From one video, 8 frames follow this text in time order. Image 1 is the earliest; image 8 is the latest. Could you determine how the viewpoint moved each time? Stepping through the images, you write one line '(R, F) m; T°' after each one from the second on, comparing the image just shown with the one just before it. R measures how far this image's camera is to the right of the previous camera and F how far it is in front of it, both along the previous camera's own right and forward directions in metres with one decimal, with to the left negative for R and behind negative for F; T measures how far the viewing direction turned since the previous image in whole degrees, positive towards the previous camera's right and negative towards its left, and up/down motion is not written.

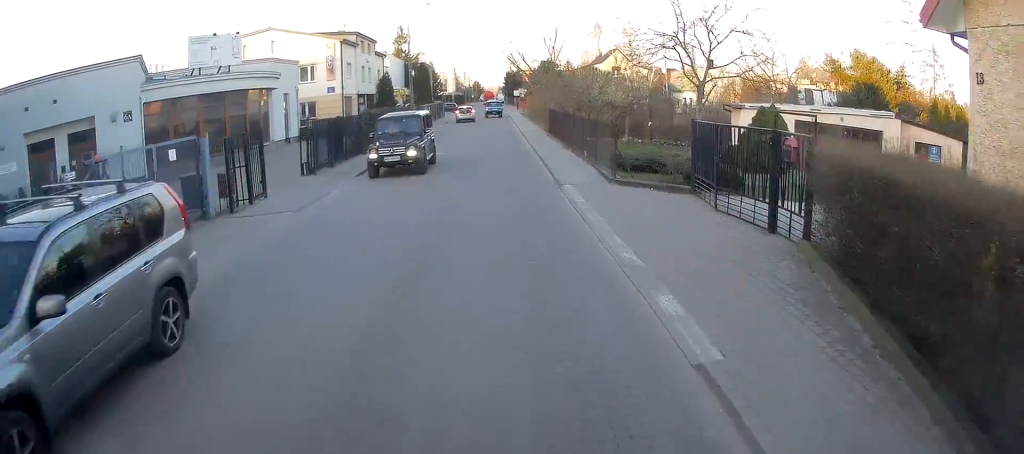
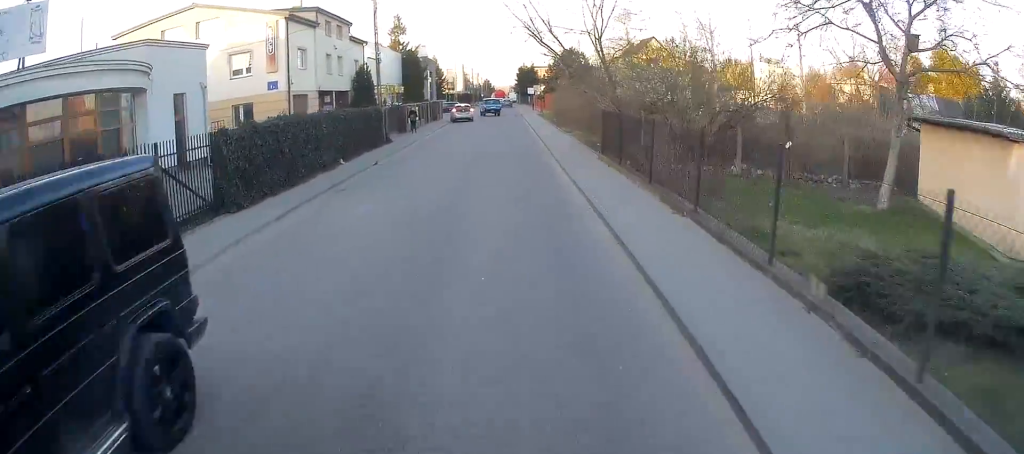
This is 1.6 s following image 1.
(-0.3, +13.2) m; -4°
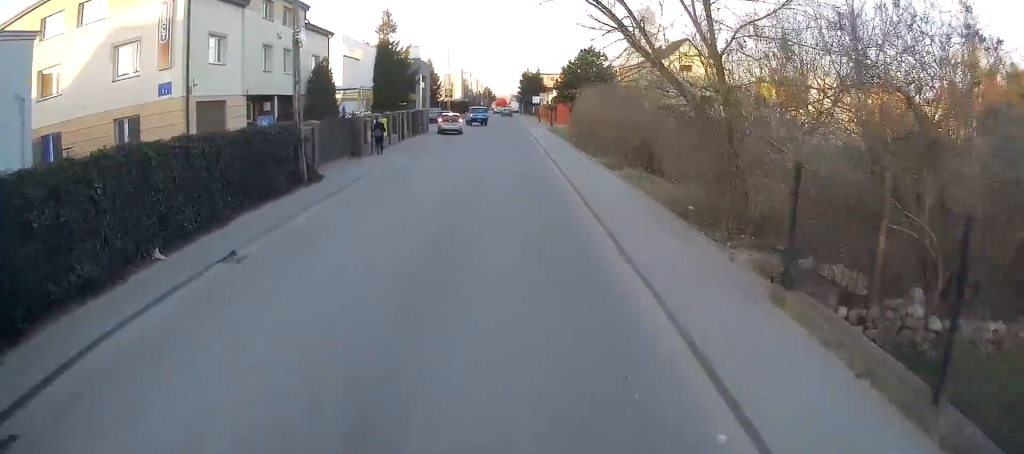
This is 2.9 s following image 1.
(+0.1, +11.9) m; +2°
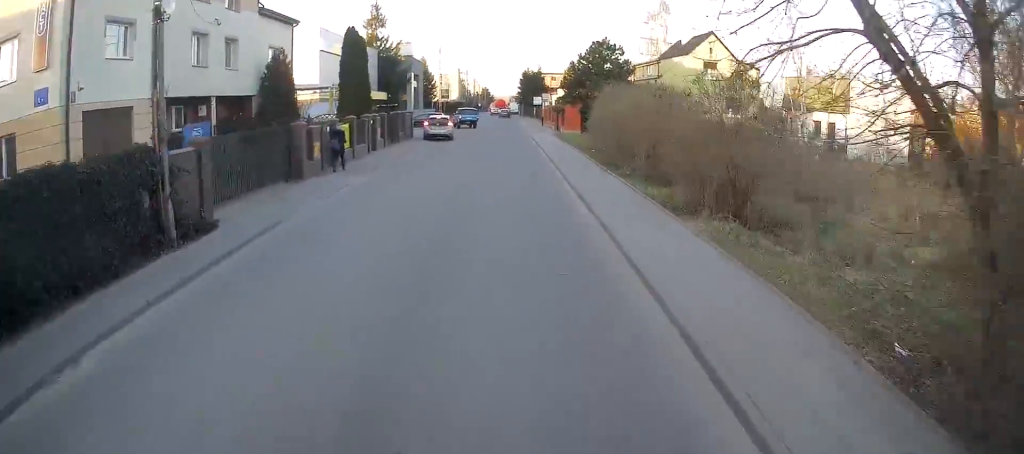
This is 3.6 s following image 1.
(+0.3, +7.5) m; 0°
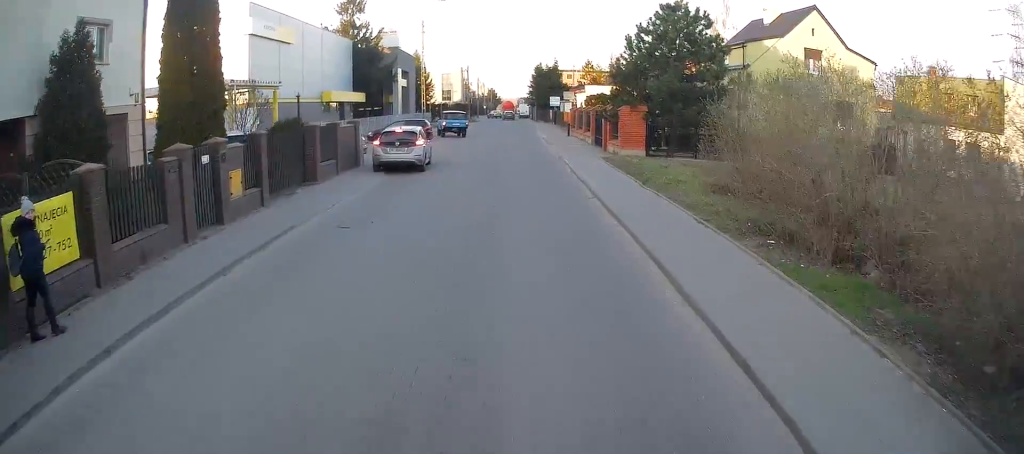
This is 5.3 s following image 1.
(-0.9, +16.7) m; -3°
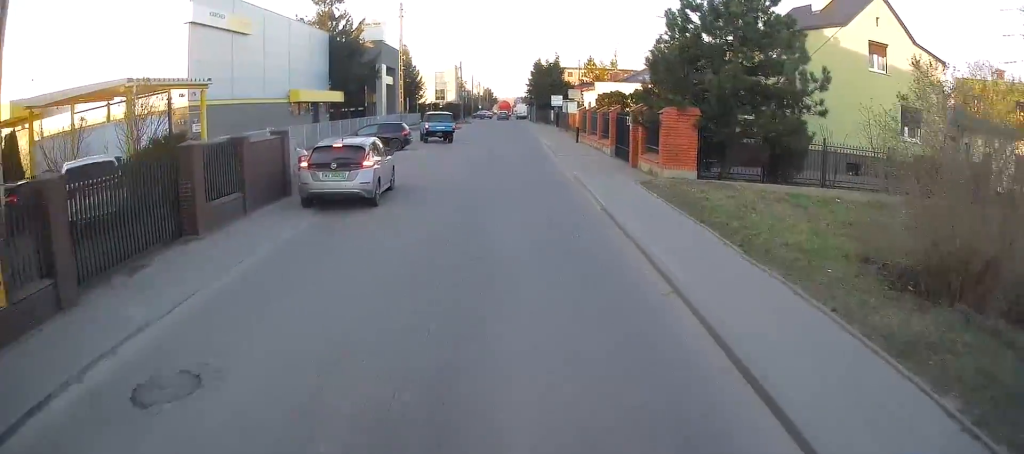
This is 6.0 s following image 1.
(0.0, +7.2) m; +1°
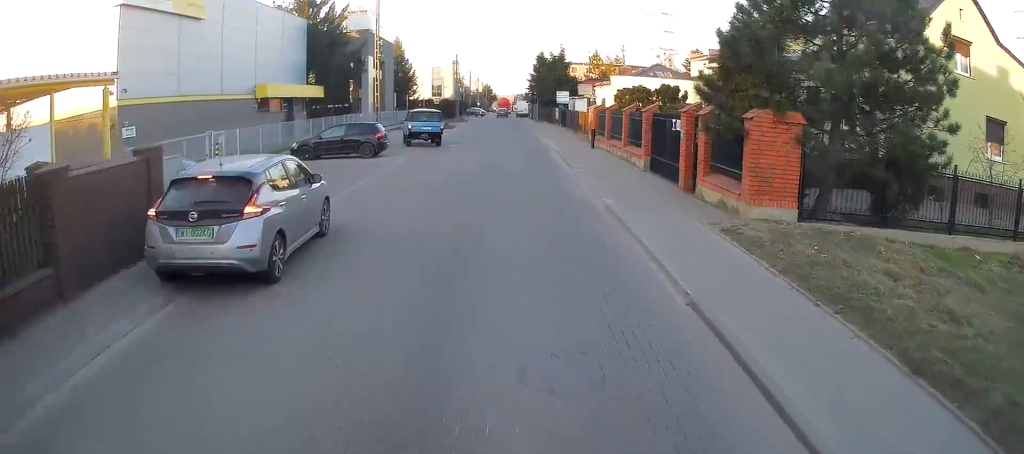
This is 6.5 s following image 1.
(0.0, +6.2) m; +1°
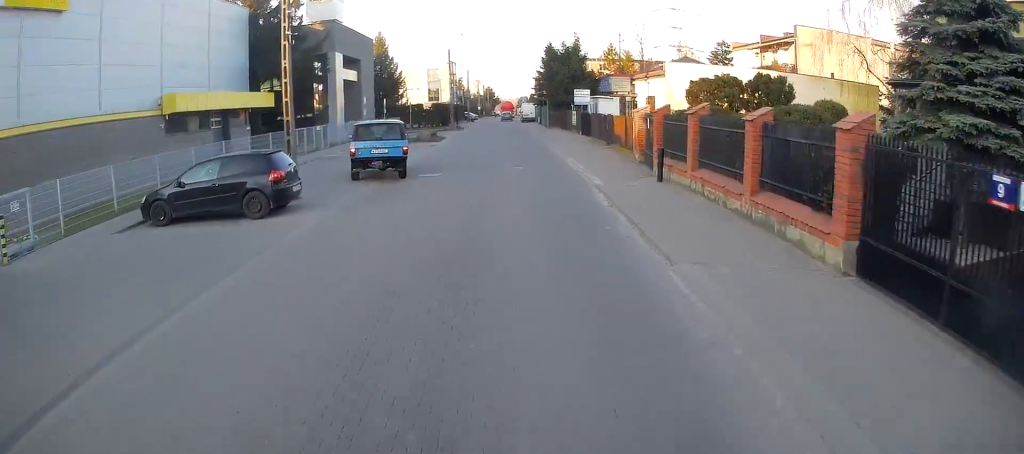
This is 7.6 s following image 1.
(+0.2, +11.0) m; +1°
